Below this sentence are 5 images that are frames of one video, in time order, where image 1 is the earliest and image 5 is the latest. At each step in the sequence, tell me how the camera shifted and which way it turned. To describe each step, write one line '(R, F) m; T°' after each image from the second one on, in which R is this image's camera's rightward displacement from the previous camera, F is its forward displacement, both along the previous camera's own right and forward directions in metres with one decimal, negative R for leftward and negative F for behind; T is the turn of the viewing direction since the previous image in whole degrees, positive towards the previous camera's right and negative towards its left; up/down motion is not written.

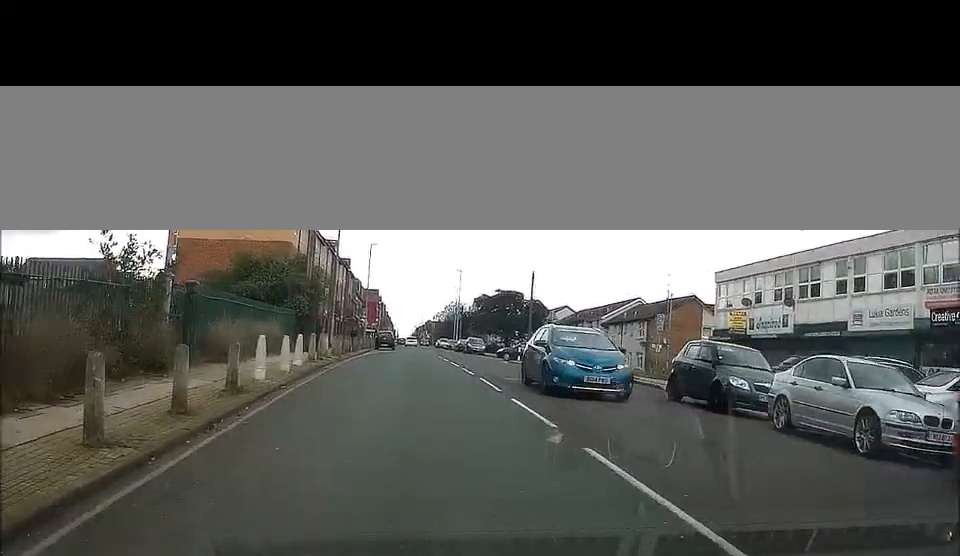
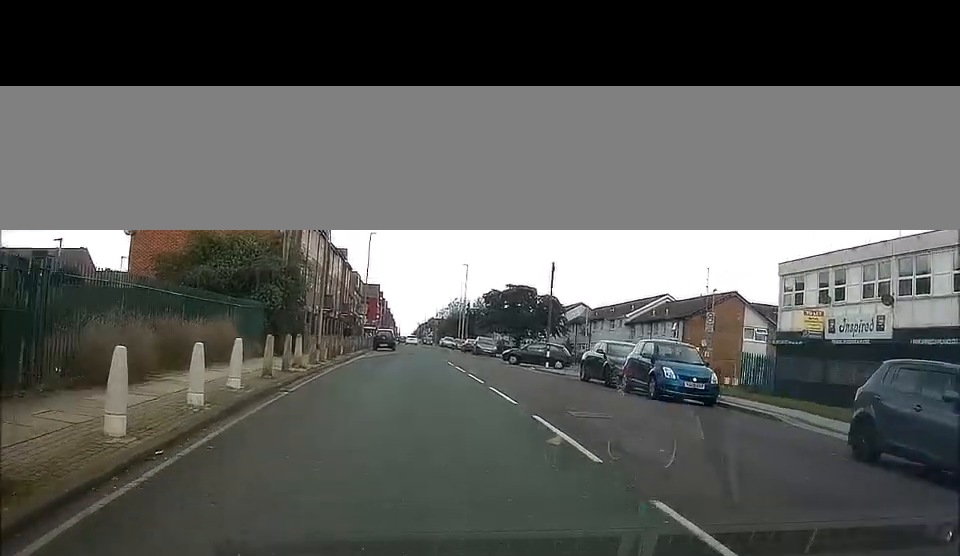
(+0.1, +8.2) m; 0°
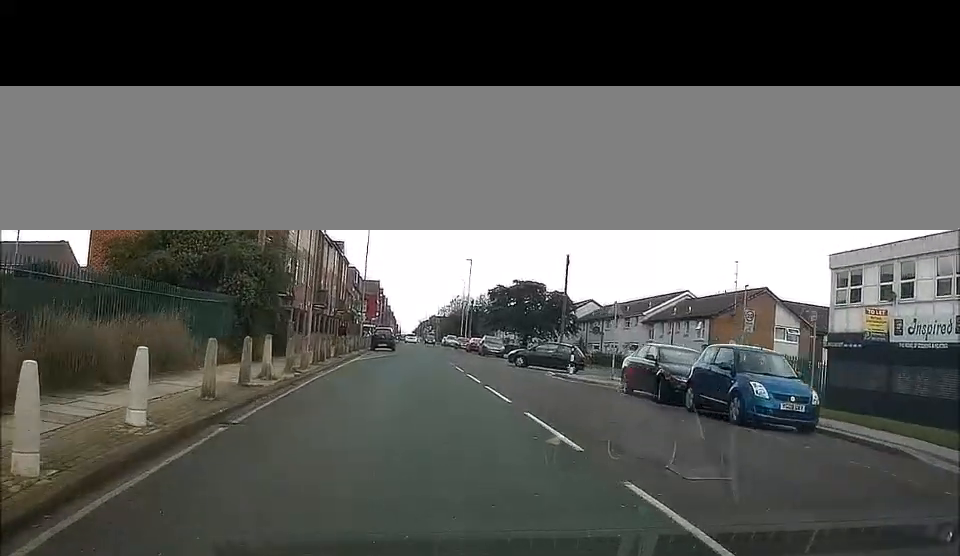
(-0.1, +5.3) m; 0°
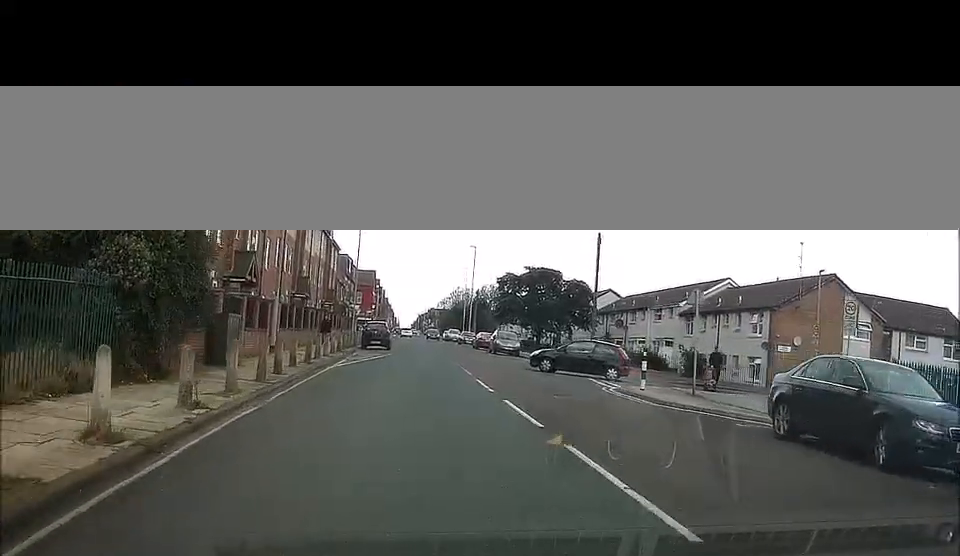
(+0.1, +9.8) m; +1°
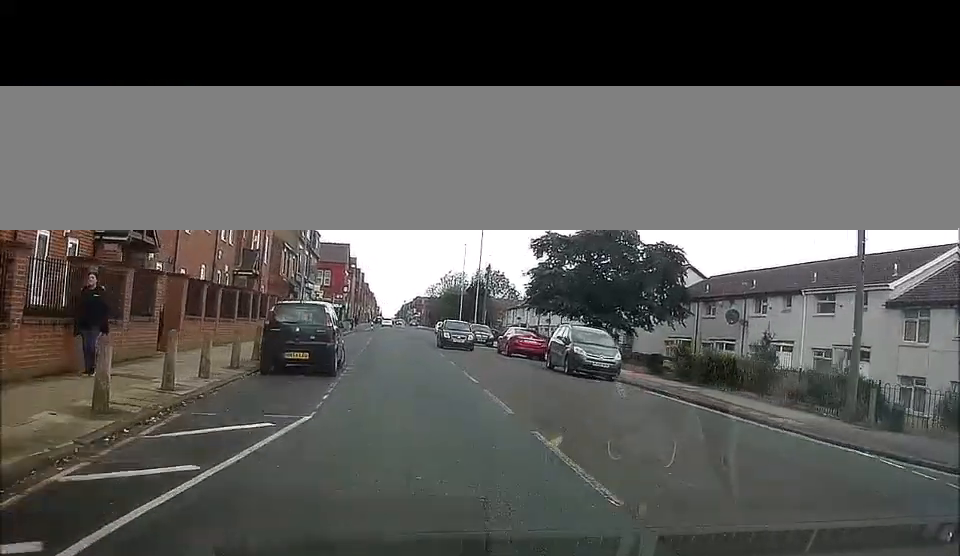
(+0.3, +28.7) m; +1°
